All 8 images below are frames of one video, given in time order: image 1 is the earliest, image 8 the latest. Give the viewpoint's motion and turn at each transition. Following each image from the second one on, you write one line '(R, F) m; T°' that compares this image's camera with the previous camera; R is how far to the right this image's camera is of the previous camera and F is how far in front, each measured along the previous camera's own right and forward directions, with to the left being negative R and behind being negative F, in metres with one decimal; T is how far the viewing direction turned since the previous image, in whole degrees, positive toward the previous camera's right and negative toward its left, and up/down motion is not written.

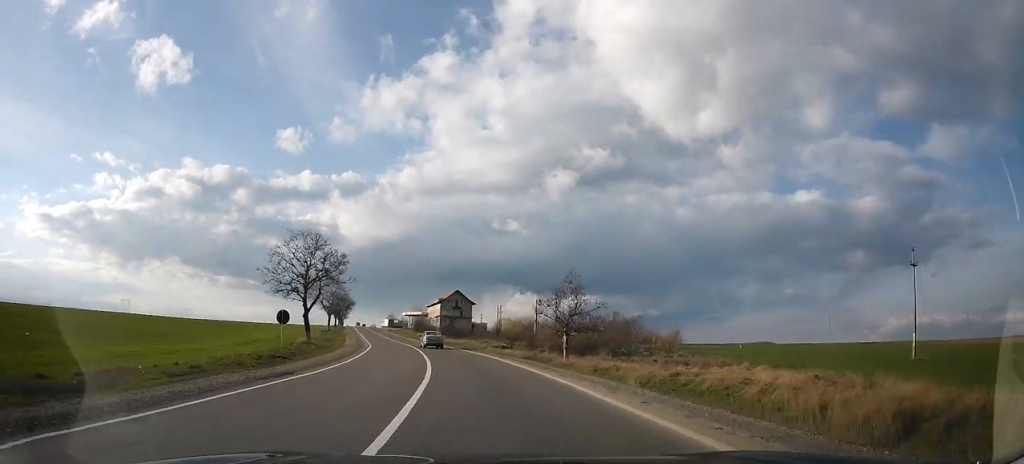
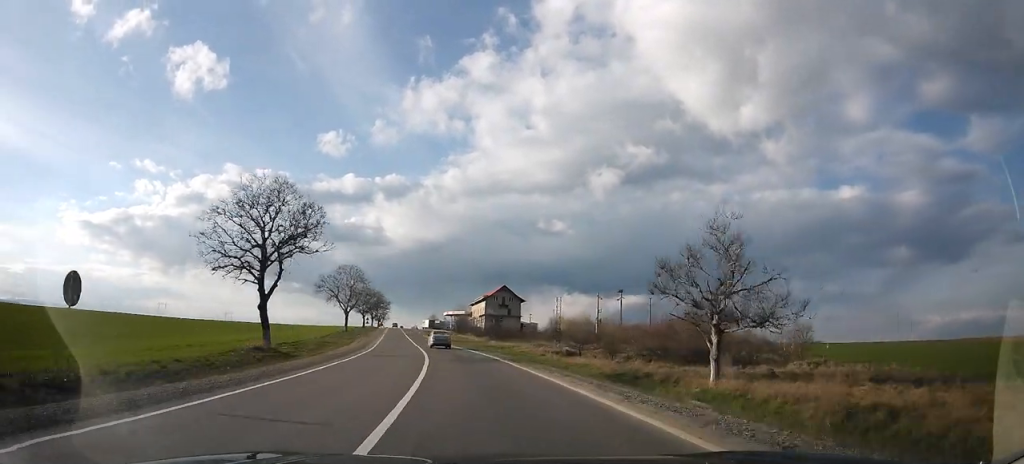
(-1.0, +19.0) m; -3°
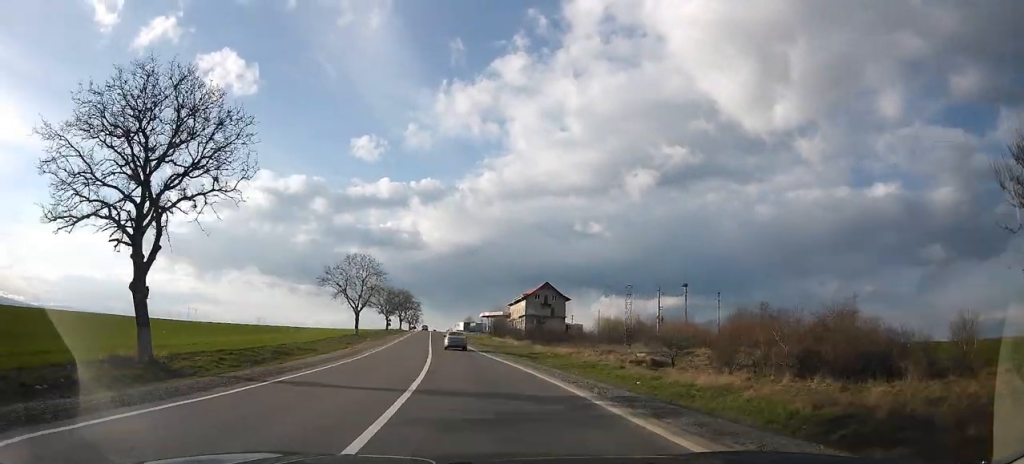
(-0.1, +15.7) m; -4°
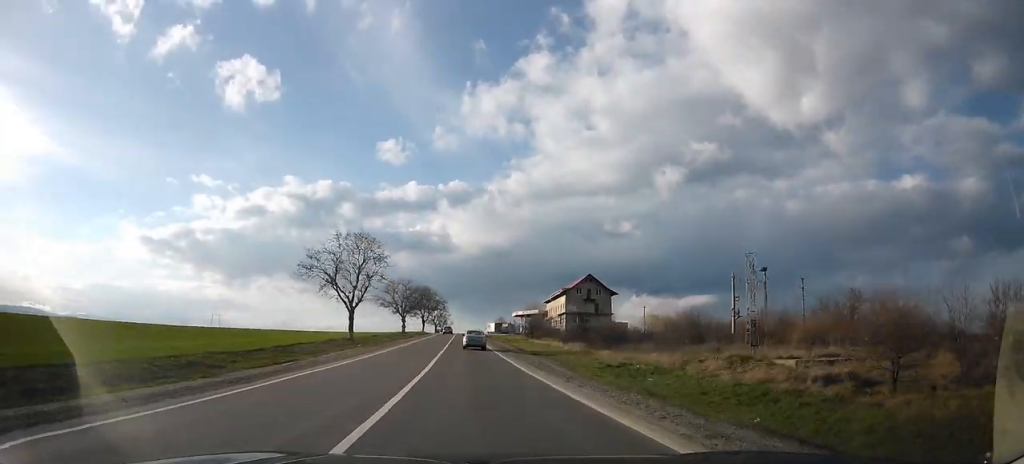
(-0.5, +17.2) m; -5°
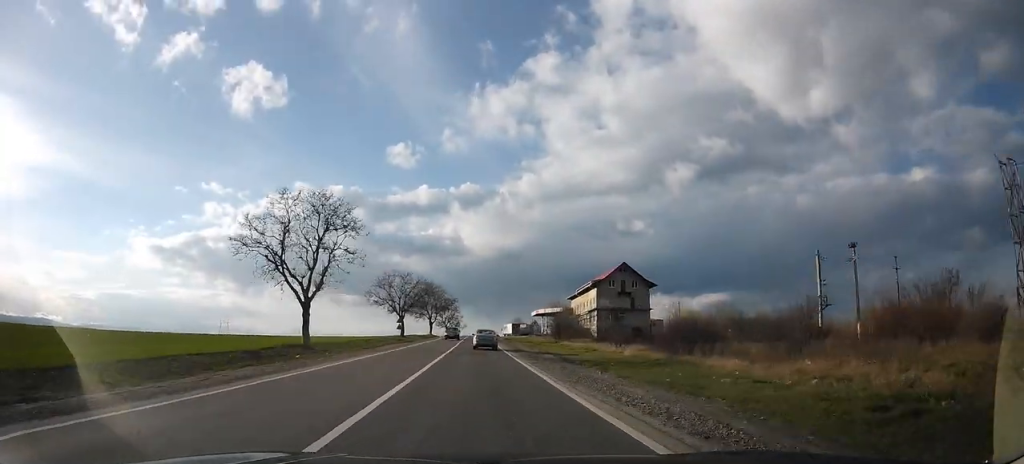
(-1.1, +17.3) m; -6°
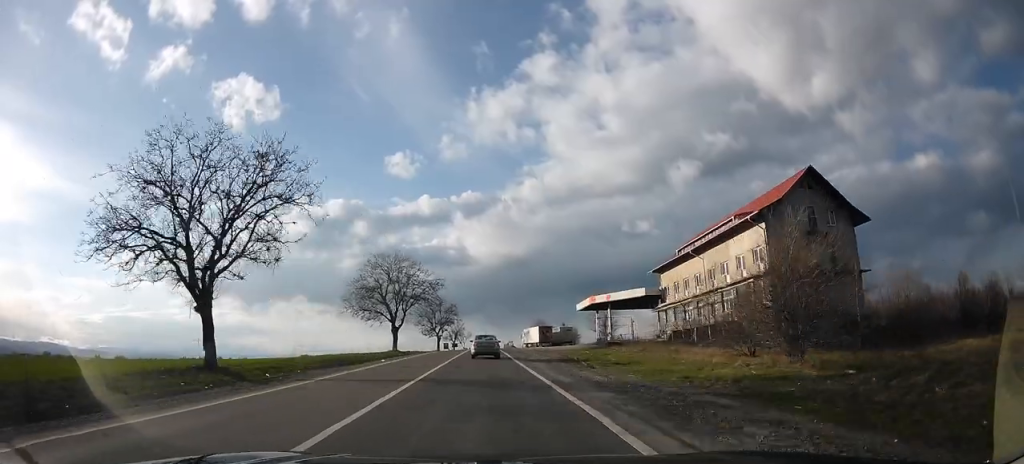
(-3.1, +56.6) m; -5°
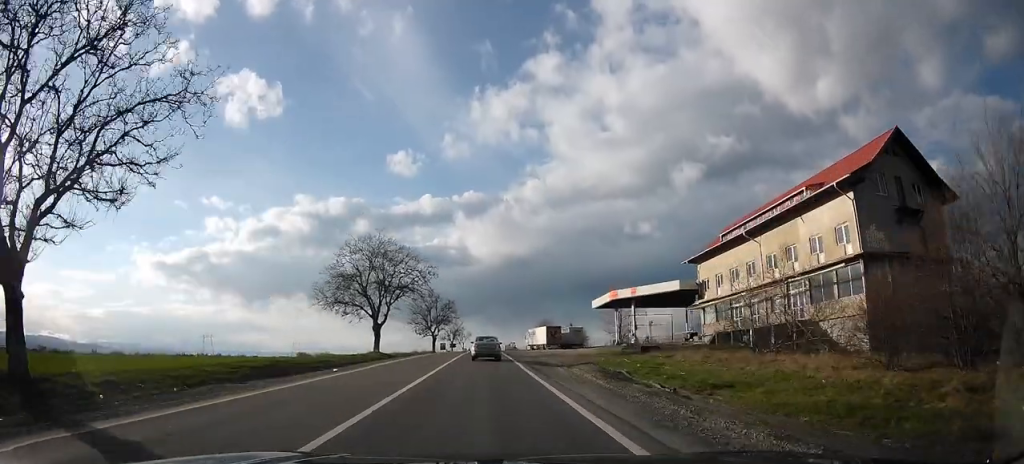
(+0.1, +10.7) m; -1°
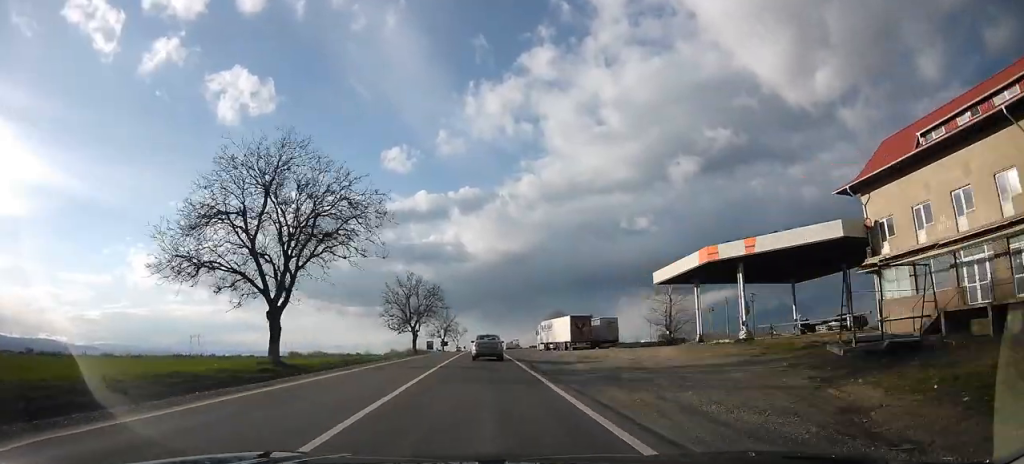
(-0.5, +25.2) m; -1°
